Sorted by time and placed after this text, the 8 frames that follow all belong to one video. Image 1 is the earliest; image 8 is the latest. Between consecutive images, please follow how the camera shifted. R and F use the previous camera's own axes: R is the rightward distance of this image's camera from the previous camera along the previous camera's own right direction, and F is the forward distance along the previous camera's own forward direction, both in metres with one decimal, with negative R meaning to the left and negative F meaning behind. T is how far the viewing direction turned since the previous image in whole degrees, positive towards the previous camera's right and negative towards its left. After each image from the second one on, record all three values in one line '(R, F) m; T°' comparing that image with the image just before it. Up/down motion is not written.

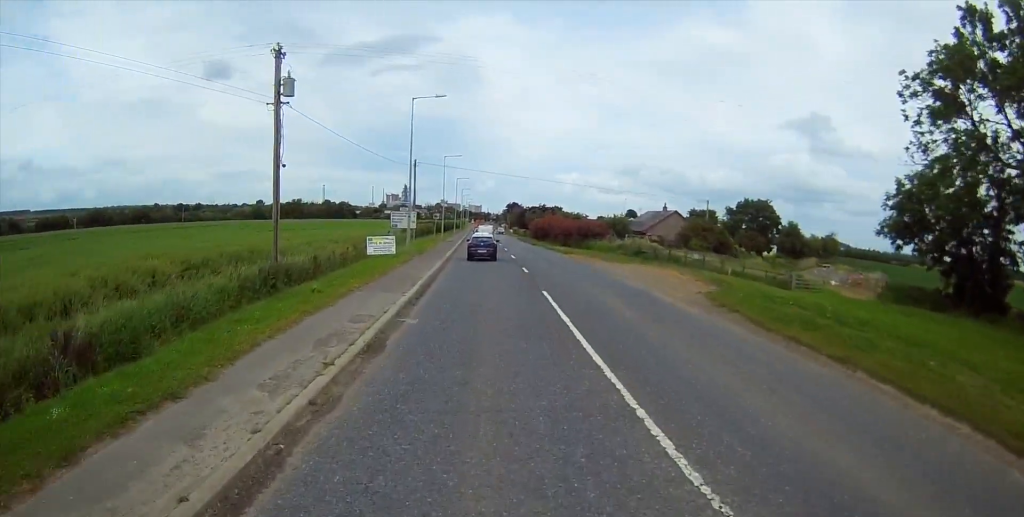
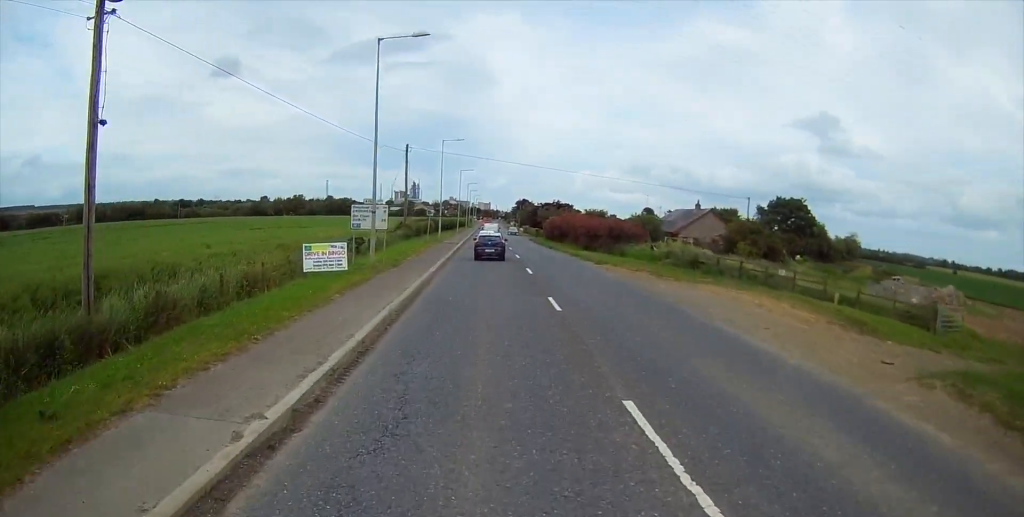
(0.0, +14.0) m; -1°
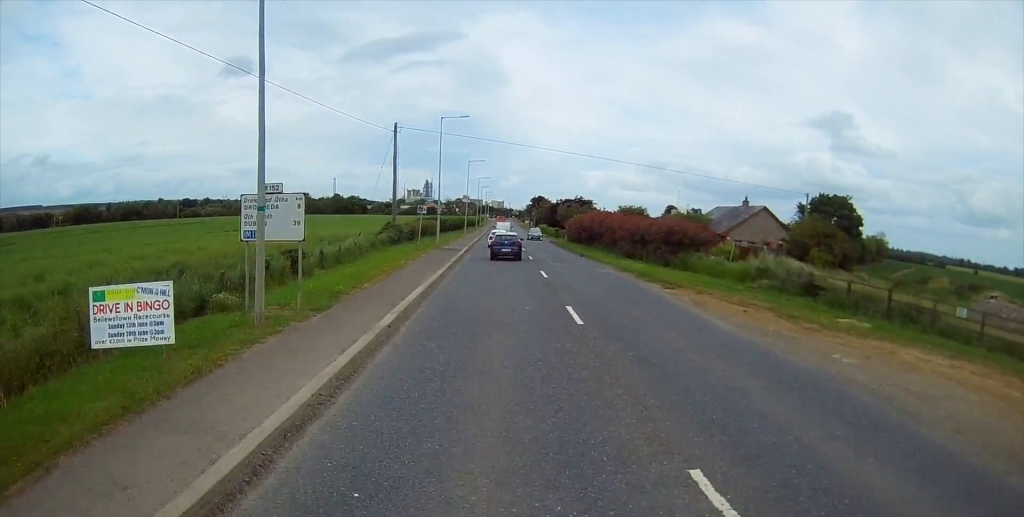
(-0.3, +14.5) m; -1°
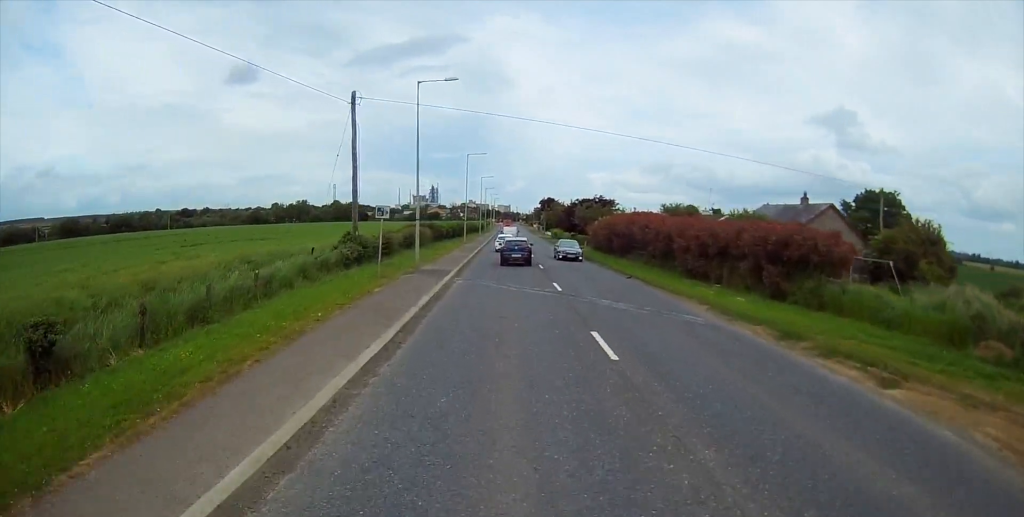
(-0.1, +15.9) m; -1°
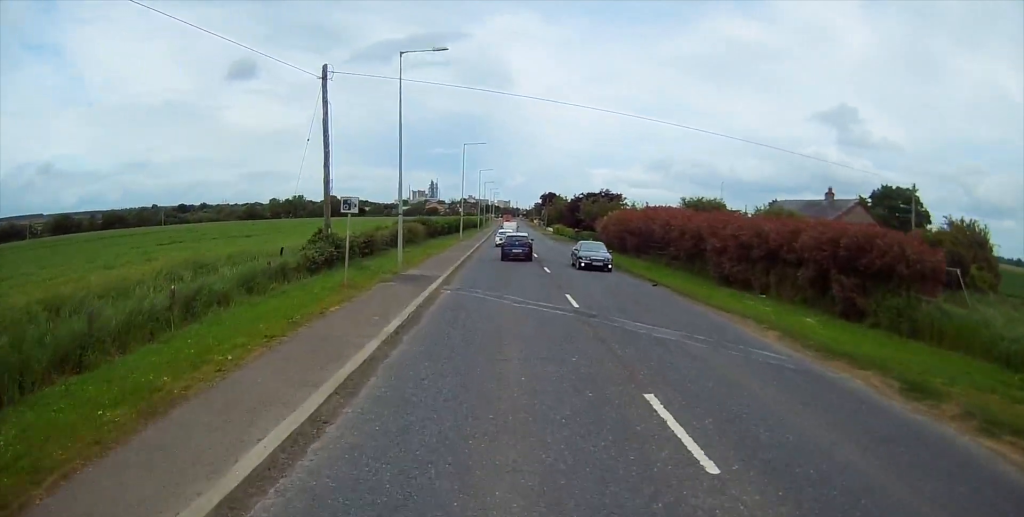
(0.0, +5.7) m; 0°
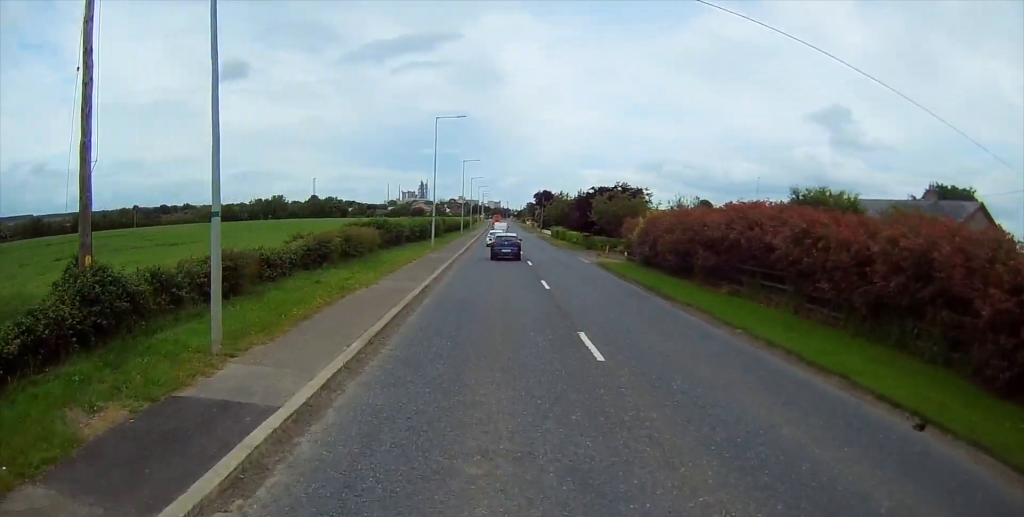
(+0.3, +18.8) m; +1°
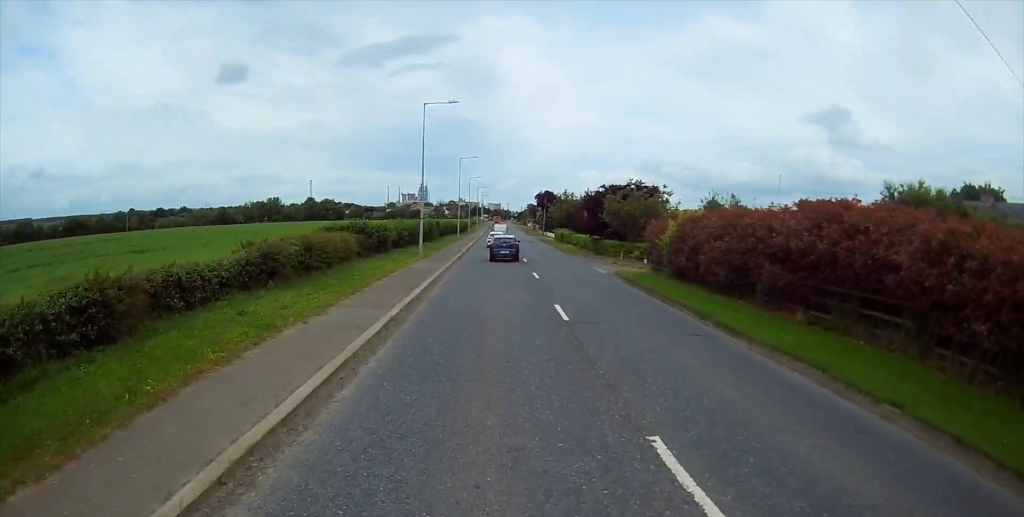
(-0.1, +7.1) m; 0°
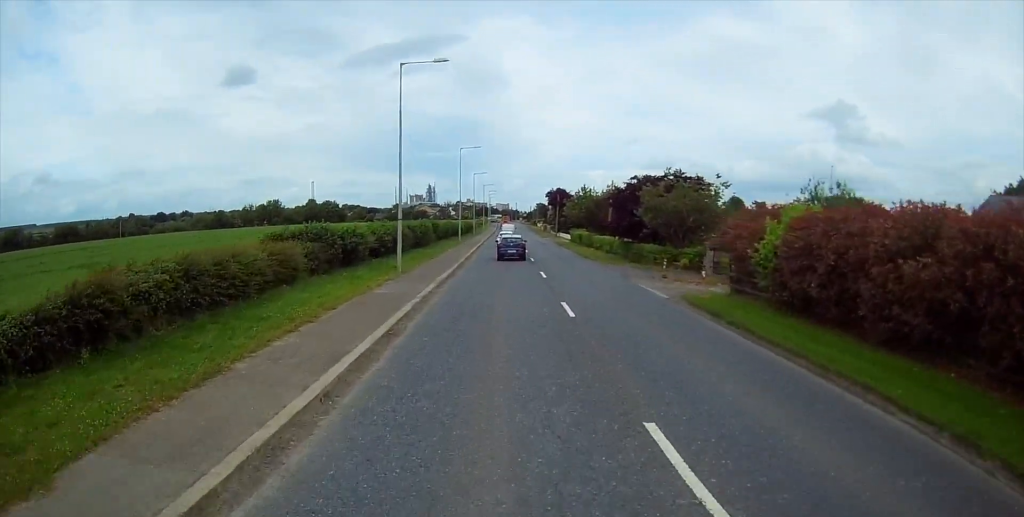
(-0.1, +11.4) m; 0°
